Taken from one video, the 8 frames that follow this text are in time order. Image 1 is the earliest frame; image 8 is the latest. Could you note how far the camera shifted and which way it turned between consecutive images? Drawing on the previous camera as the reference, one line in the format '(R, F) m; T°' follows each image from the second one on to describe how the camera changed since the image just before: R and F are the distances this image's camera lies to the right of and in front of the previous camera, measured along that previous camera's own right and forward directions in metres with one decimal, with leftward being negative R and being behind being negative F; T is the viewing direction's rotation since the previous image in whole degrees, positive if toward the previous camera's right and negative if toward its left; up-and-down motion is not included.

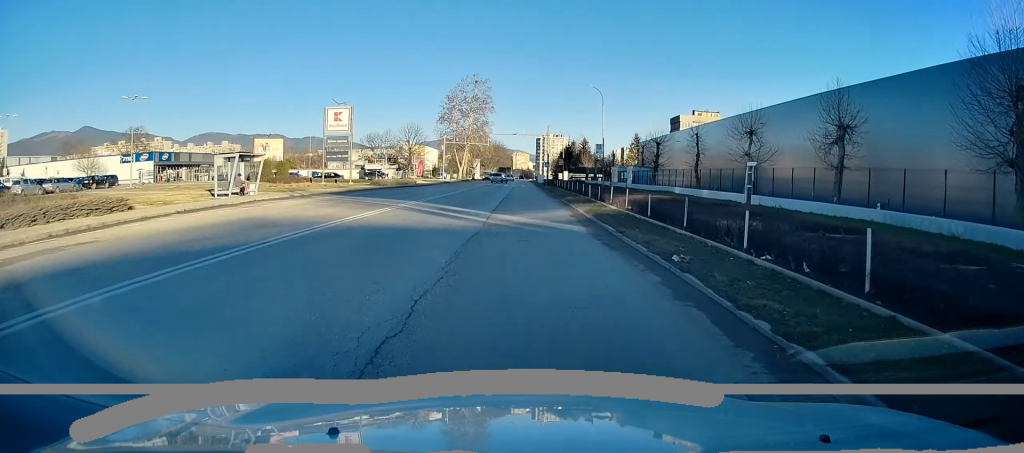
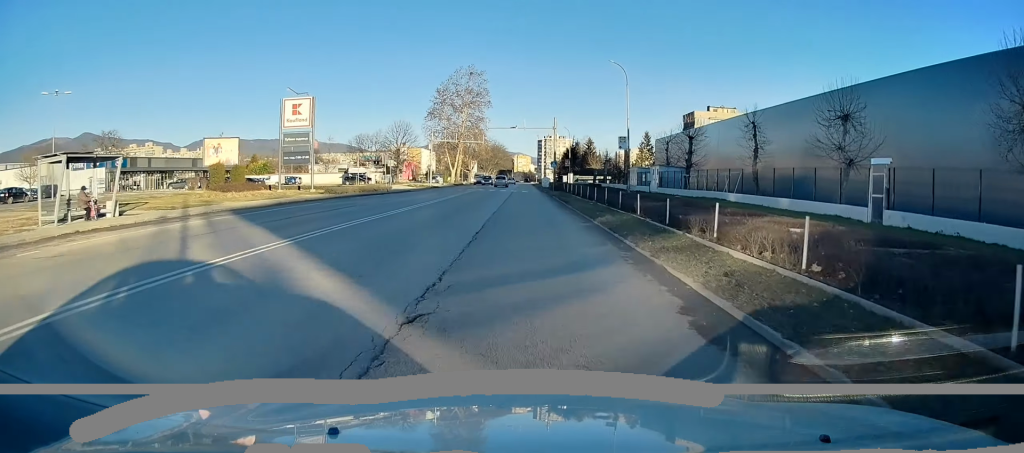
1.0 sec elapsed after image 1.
(0.0, +14.6) m; 0°
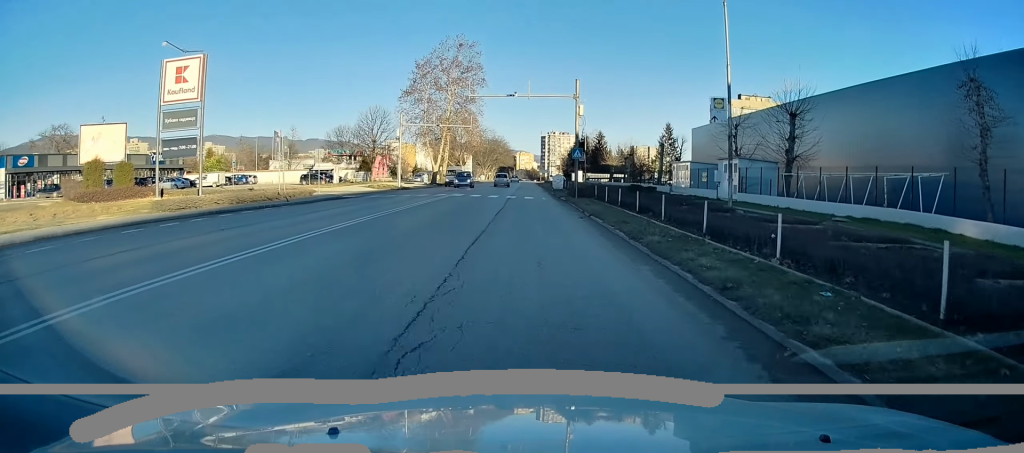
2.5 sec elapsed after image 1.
(-0.2, +23.1) m; -1°
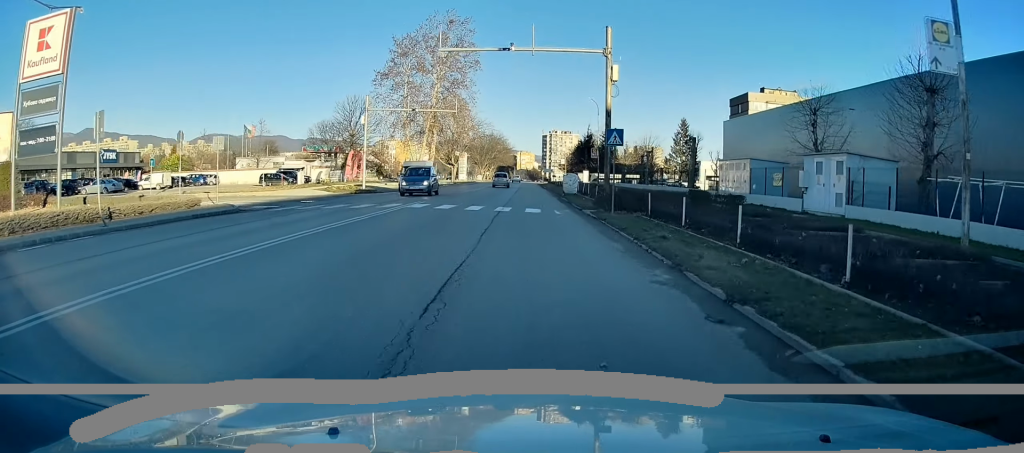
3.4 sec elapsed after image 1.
(-0.2, +14.1) m; 0°
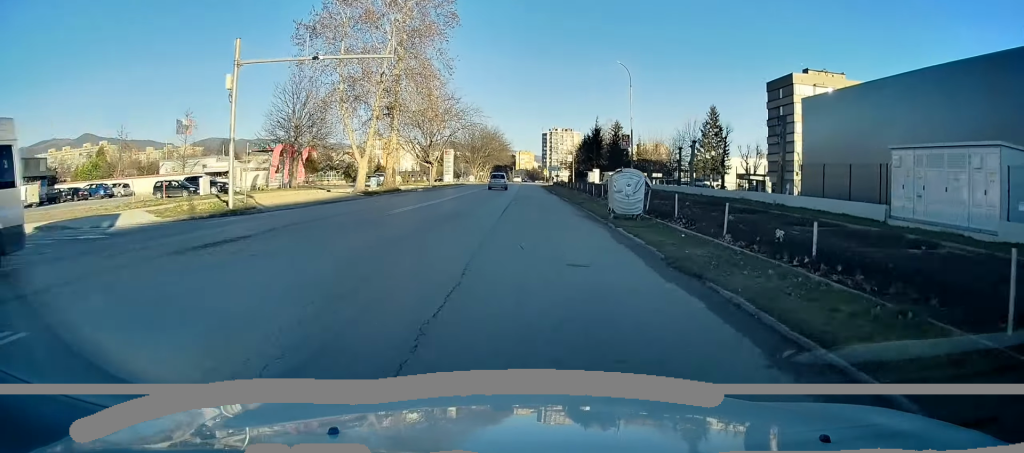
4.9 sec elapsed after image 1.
(+0.5, +22.8) m; +1°
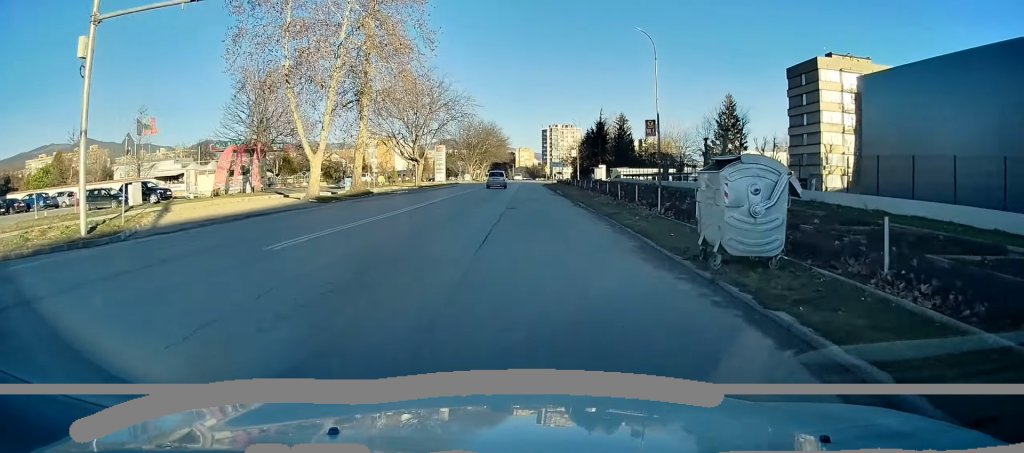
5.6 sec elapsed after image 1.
(0.0, +10.1) m; 0°
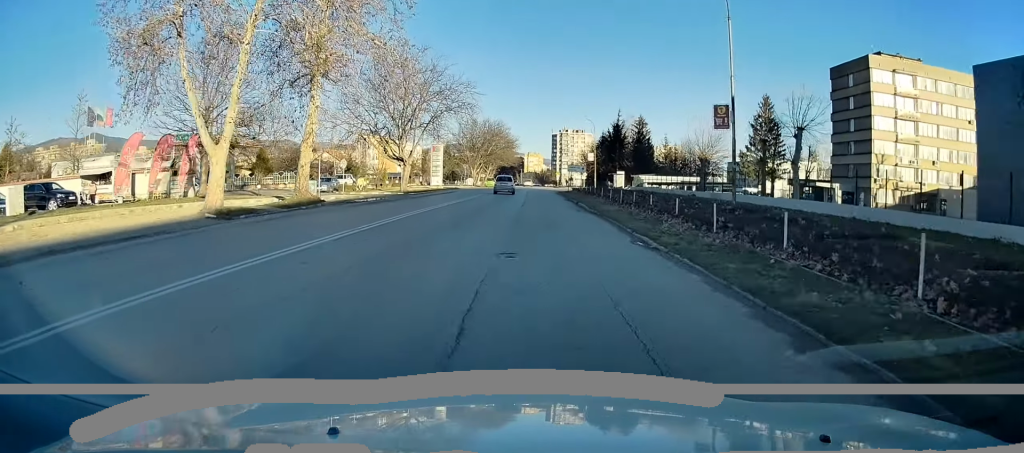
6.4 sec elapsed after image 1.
(0.0, +12.5) m; 0°
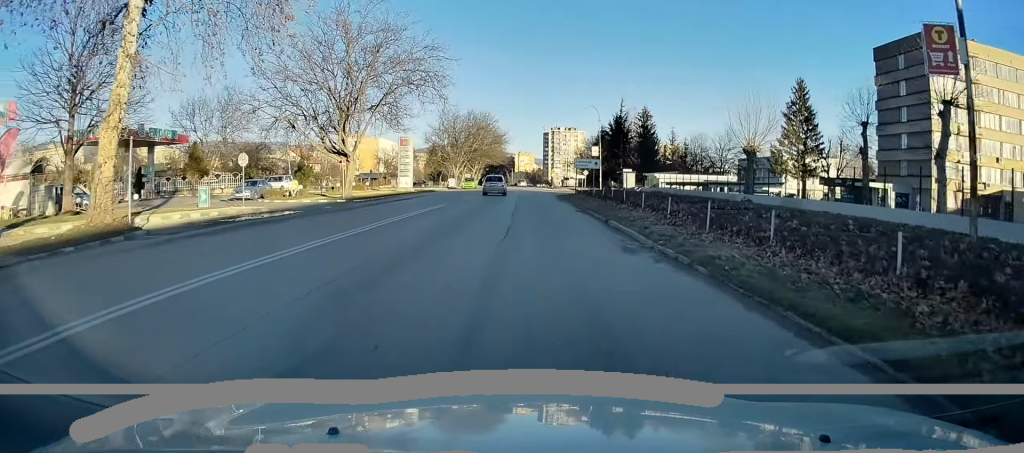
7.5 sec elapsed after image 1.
(0.0, +15.5) m; 0°
